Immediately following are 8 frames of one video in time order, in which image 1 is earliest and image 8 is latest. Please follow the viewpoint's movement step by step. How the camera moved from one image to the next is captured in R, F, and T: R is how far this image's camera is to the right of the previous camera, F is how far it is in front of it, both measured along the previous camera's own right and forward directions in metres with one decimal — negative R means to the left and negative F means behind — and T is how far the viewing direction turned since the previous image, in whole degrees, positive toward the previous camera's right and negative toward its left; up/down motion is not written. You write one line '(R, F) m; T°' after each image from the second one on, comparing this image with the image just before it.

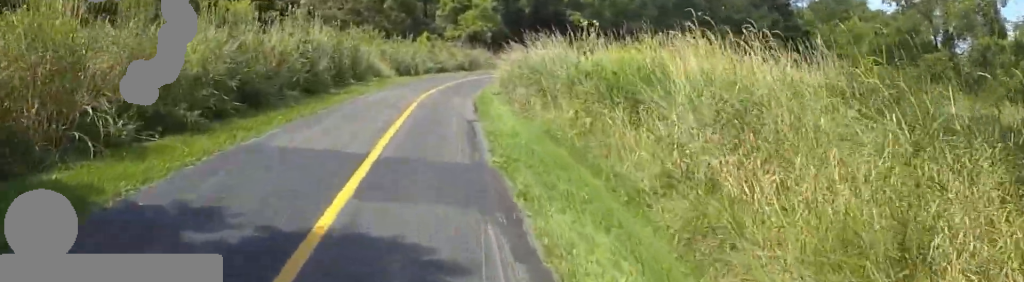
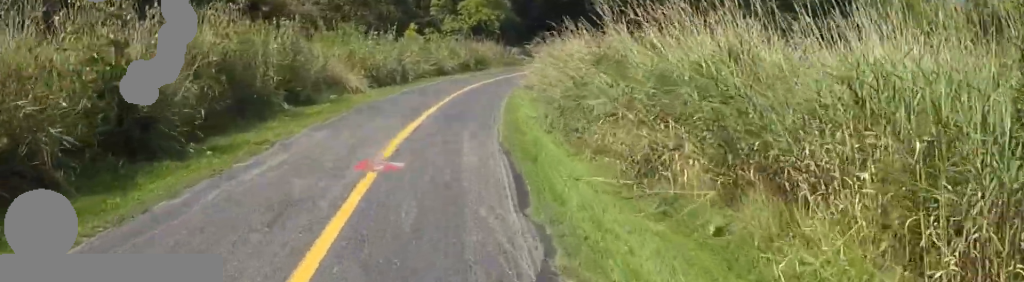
(+1.1, +8.3) m; +6°
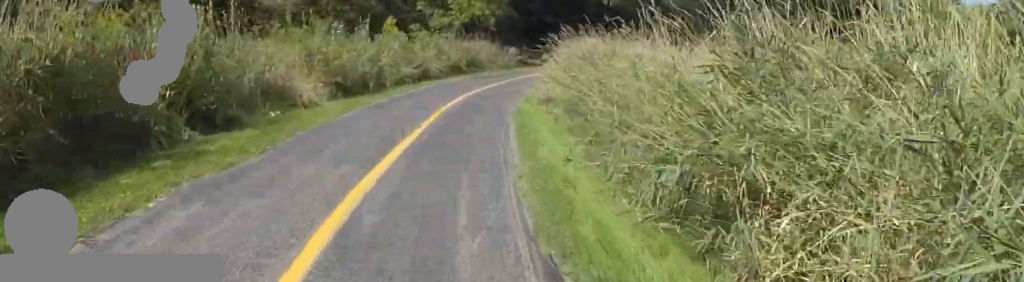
(-0.3, +4.1) m; 0°
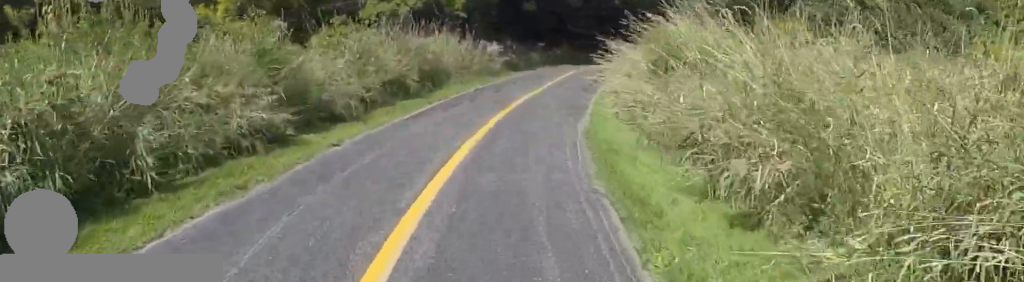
(+1.3, +11.3) m; +16°
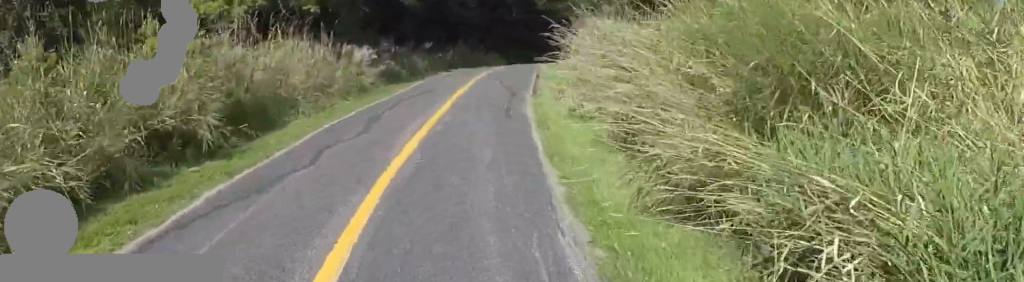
(+0.1, +5.2) m; 0°
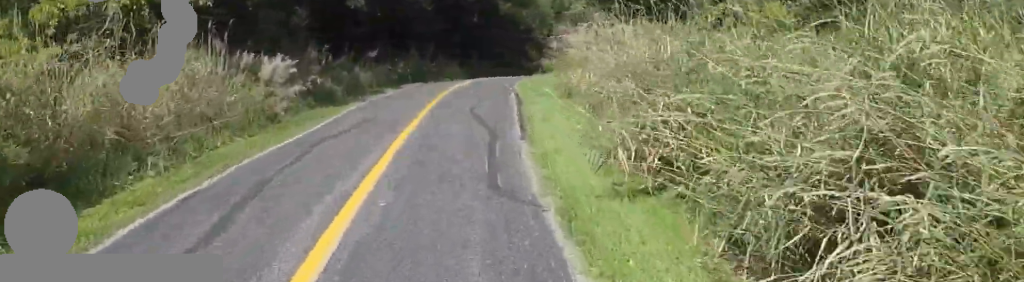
(-0.2, +3.7) m; 0°
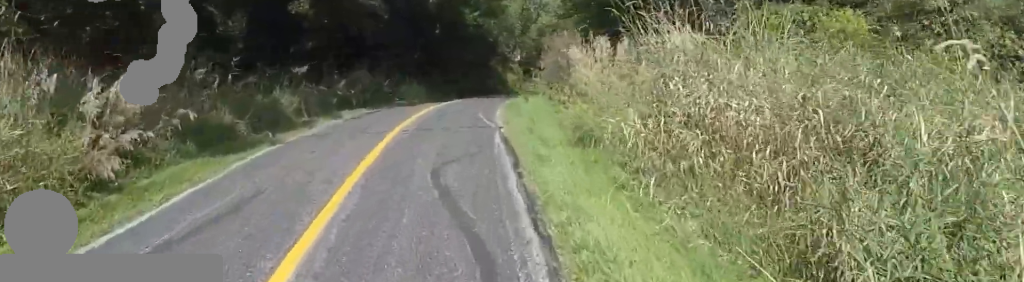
(+0.4, +3.7) m; 0°
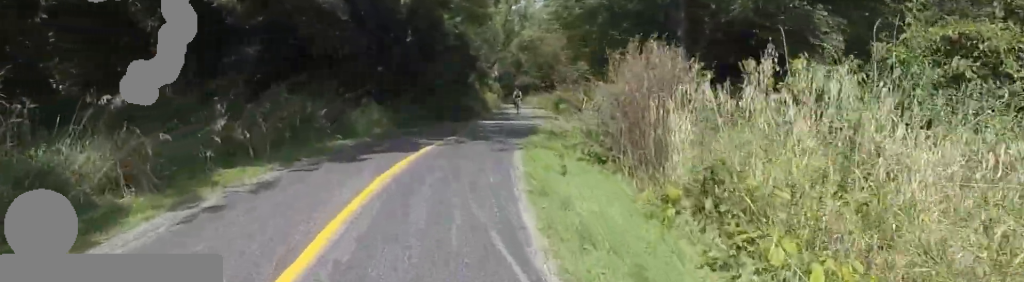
(-0.4, +5.6) m; +1°
